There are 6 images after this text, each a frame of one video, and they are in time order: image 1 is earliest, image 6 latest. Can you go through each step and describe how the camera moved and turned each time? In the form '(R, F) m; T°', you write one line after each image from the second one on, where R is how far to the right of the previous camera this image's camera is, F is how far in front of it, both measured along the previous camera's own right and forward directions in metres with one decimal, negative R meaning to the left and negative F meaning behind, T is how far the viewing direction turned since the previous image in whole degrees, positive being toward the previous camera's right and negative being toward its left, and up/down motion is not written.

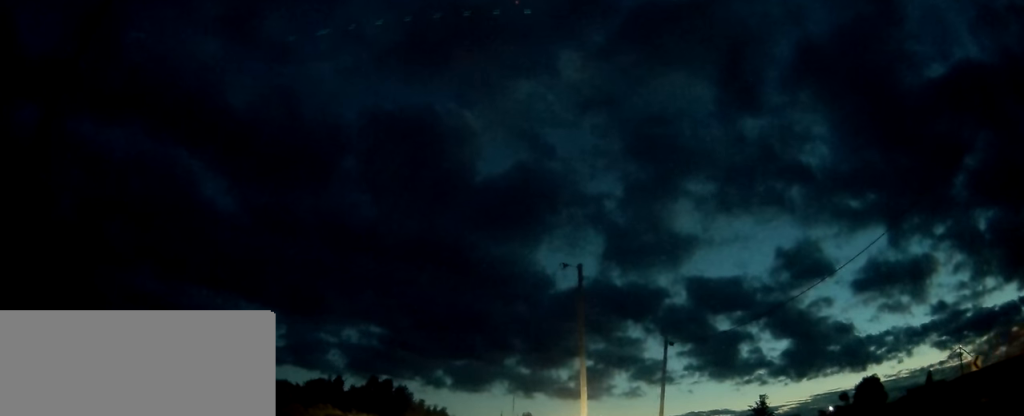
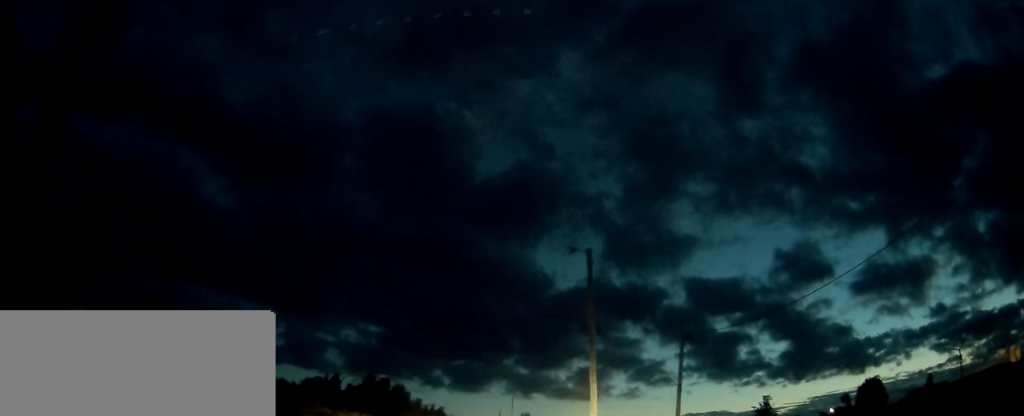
(+0.1, +2.7) m; -1°
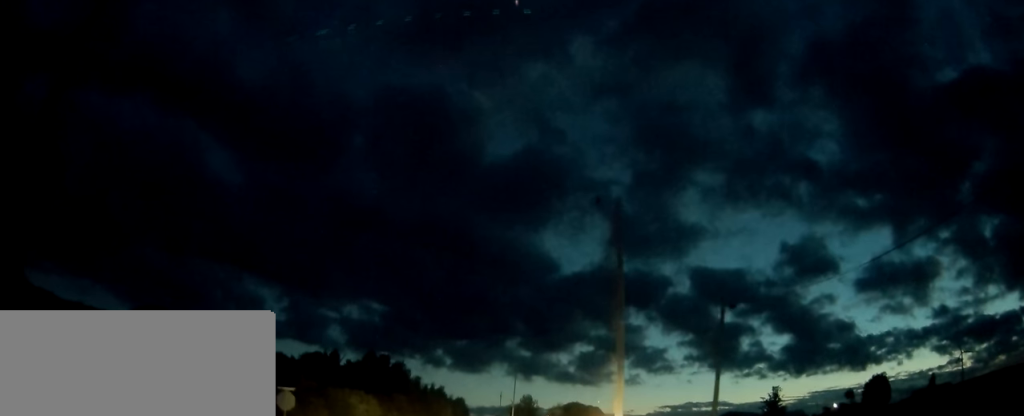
(-0.1, +4.5) m; 0°
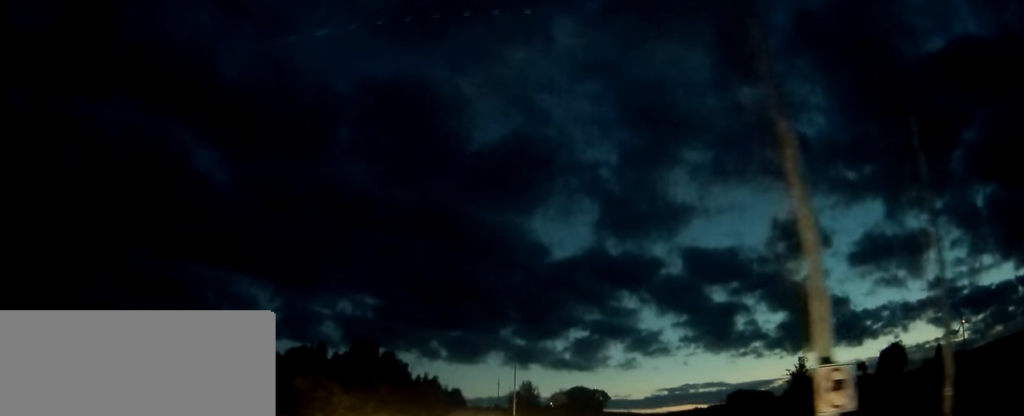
(+0.4, +13.0) m; +2°
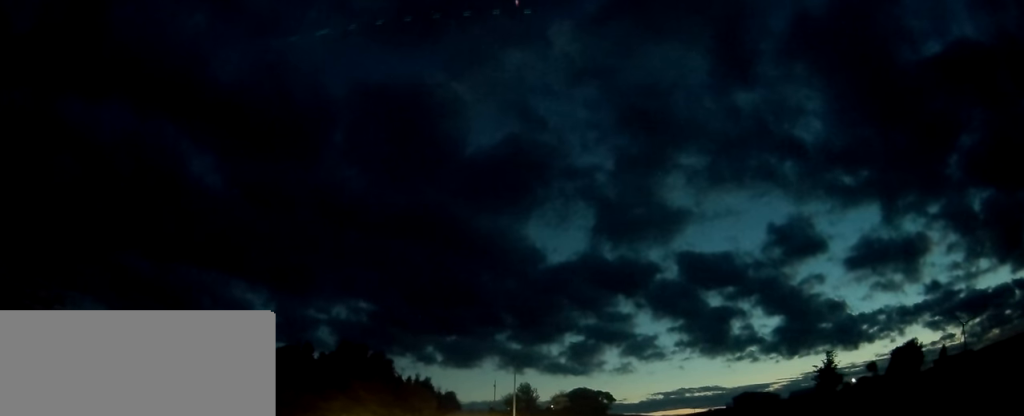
(-0.2, +12.2) m; -1°
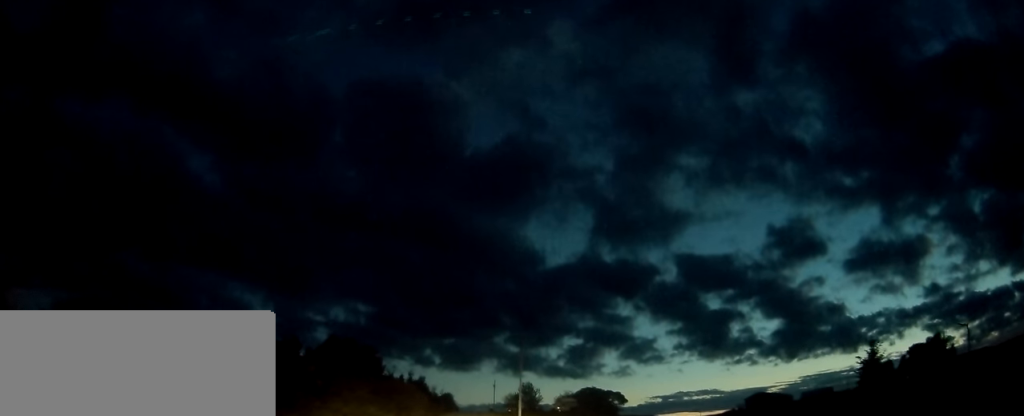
(+0.2, +14.3) m; 0°
